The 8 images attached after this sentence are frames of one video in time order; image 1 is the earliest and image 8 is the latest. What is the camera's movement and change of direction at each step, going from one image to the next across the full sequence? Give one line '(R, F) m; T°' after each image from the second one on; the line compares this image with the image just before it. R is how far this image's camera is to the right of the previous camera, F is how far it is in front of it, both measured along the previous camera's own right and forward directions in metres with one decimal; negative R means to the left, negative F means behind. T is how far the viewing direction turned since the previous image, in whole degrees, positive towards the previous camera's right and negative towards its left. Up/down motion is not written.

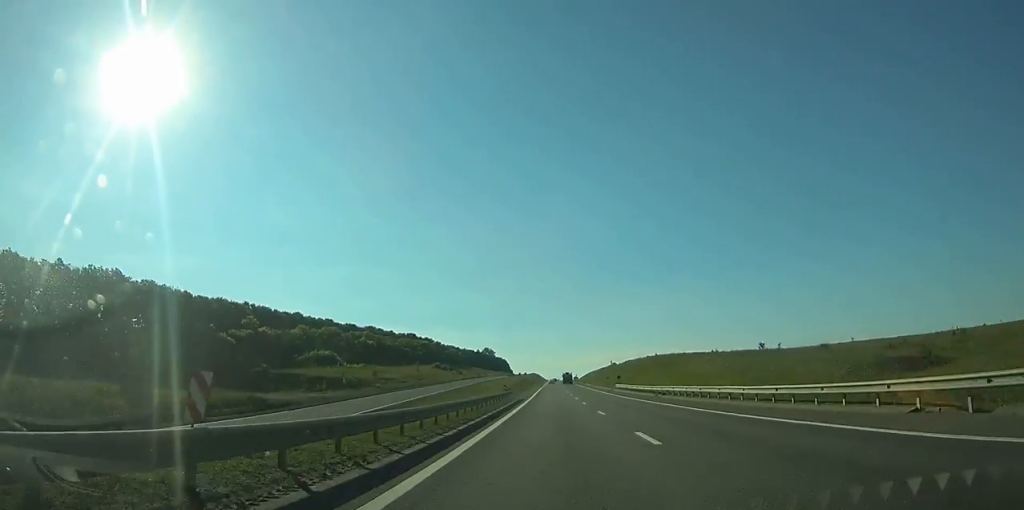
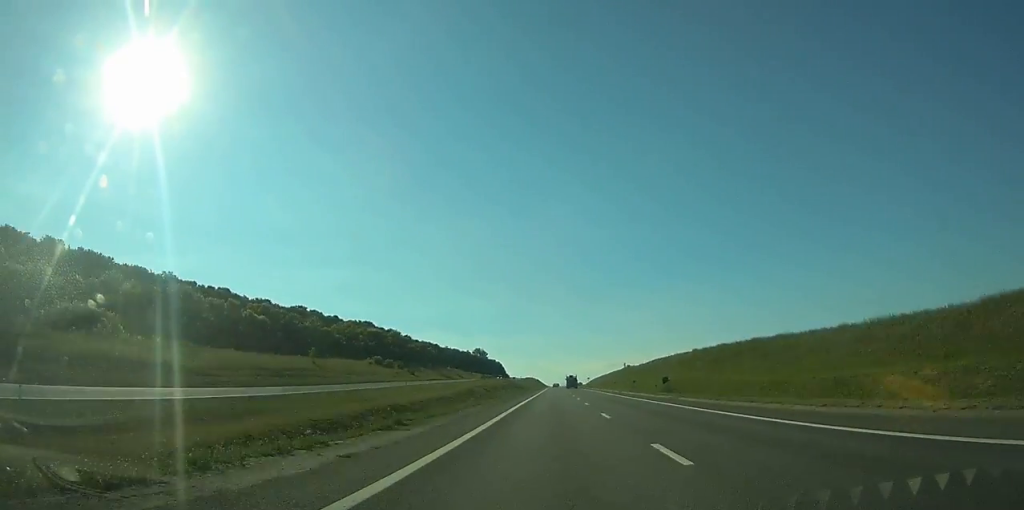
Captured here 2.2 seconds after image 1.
(-0.1, +75.1) m; 0°
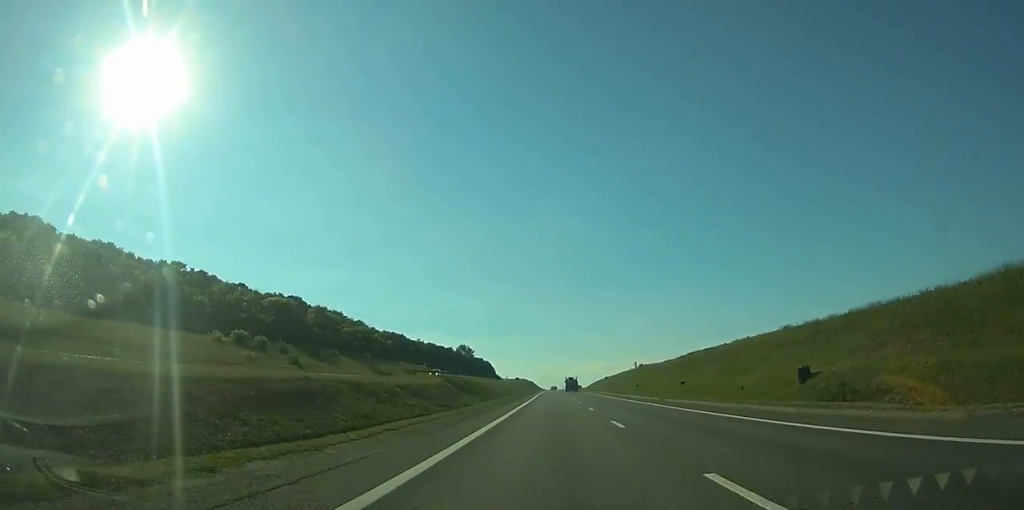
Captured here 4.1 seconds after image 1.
(+0.1, +61.7) m; 0°
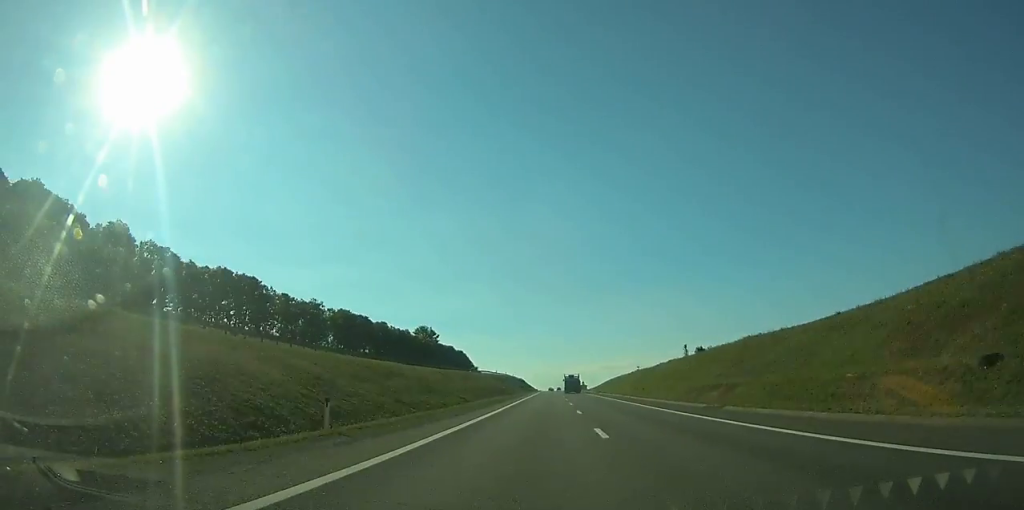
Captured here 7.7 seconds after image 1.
(+0.3, +114.1) m; 0°
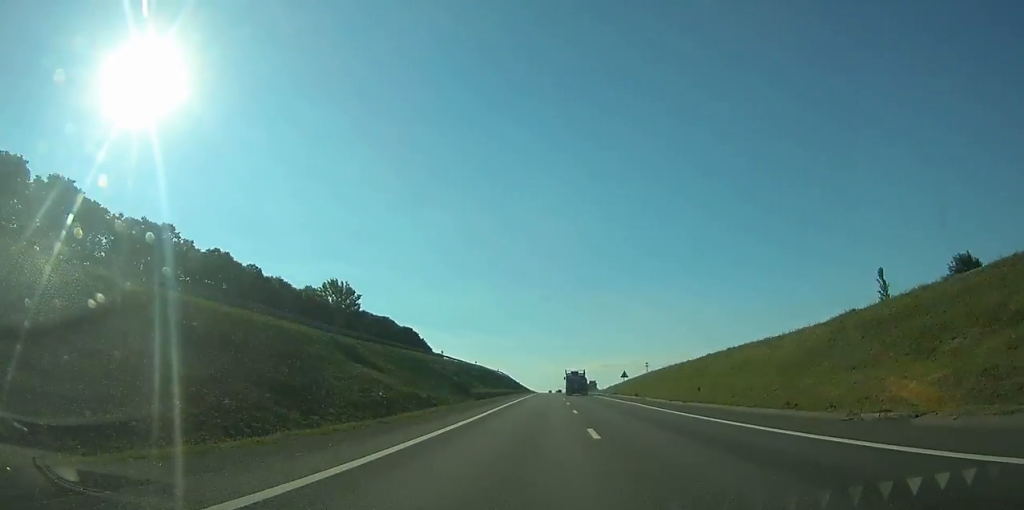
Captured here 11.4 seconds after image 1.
(-0.1, +110.0) m; 0°
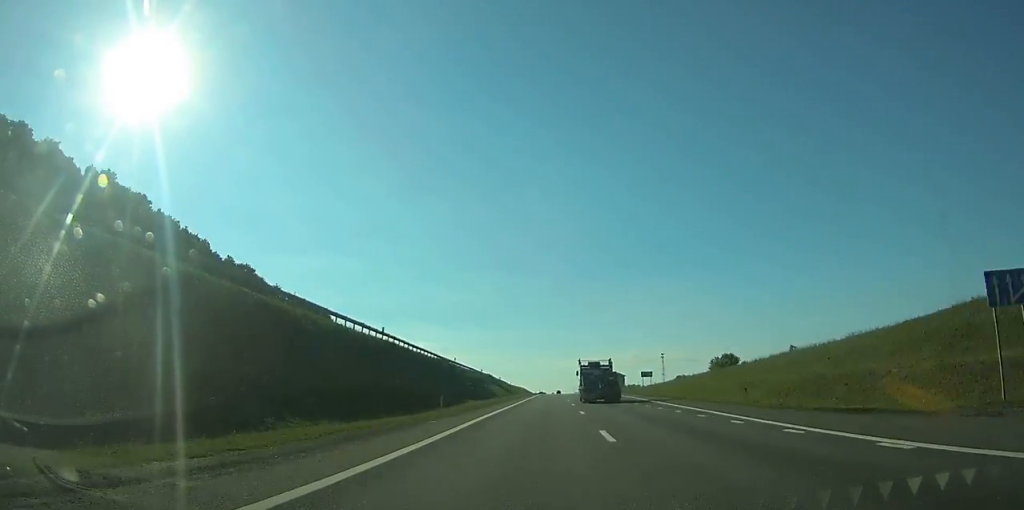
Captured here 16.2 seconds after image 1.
(-0.2, +150.4) m; 0°
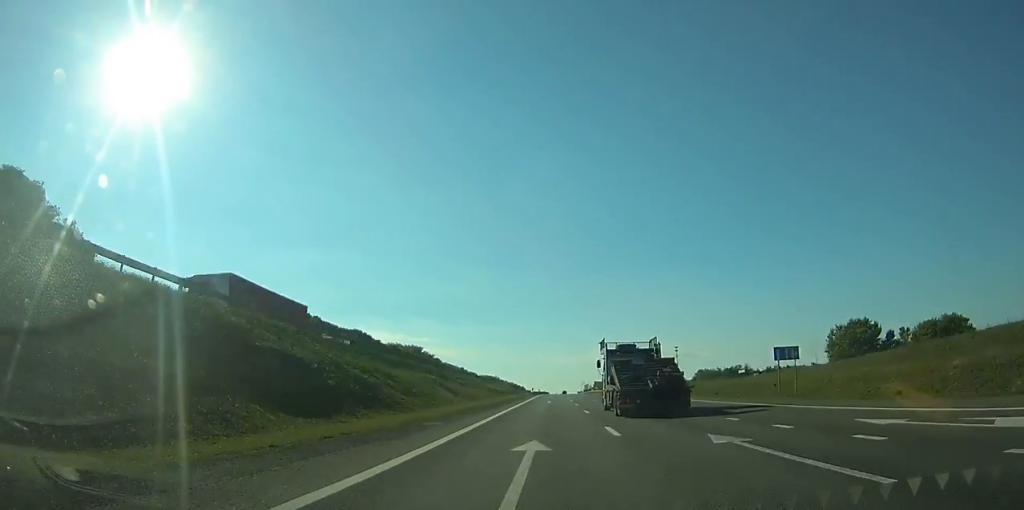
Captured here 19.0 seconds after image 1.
(-0.1, +89.3) m; 0°
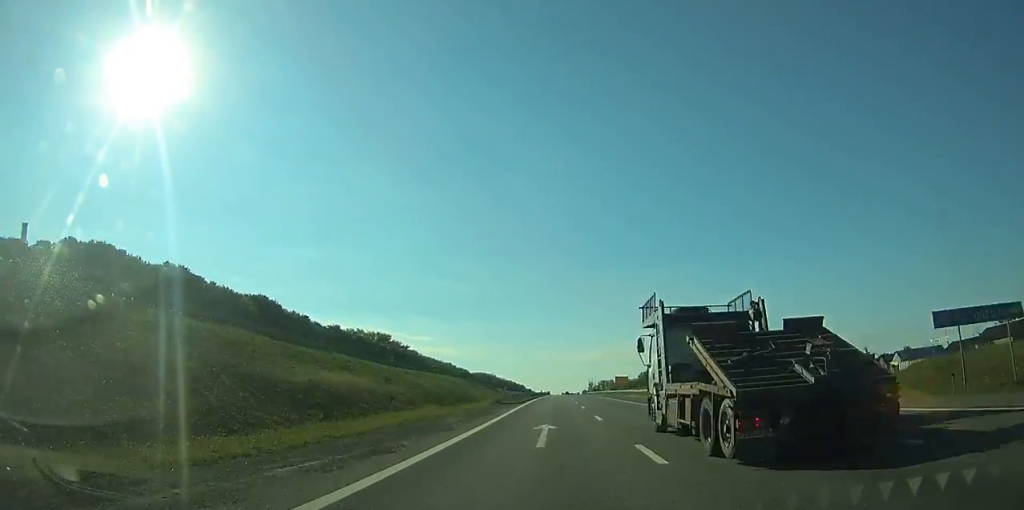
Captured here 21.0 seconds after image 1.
(-0.3, +62.4) m; 0°
